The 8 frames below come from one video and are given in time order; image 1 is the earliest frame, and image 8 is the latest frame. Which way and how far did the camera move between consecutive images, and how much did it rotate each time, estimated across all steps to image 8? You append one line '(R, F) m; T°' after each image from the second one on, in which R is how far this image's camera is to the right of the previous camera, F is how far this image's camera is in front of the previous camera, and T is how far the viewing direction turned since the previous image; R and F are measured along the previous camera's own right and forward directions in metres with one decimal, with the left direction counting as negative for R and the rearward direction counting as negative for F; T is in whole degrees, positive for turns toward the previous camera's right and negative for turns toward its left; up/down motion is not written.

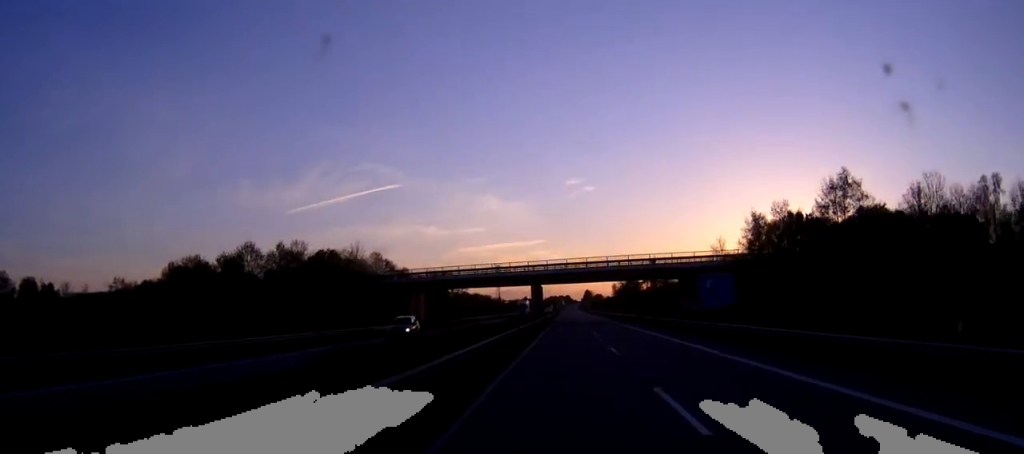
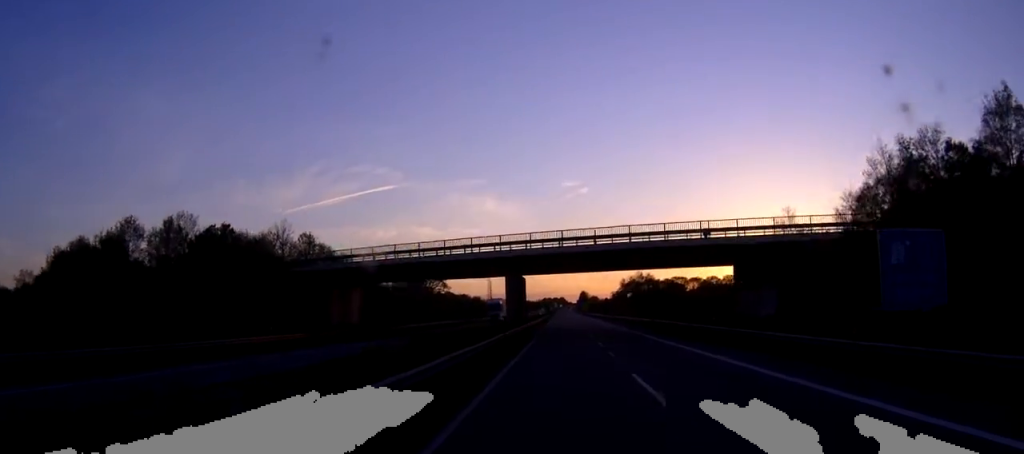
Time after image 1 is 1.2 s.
(0.0, +32.3) m; 0°
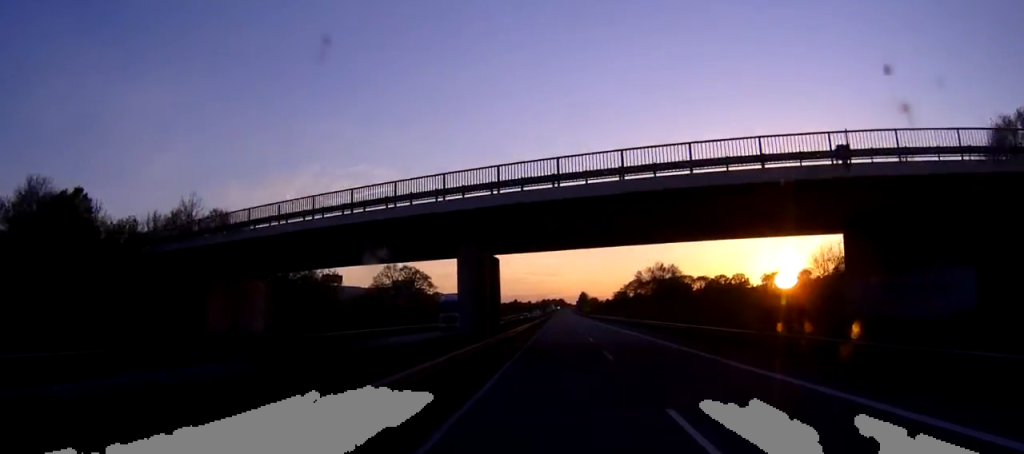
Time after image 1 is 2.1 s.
(0.0, +24.9) m; 0°
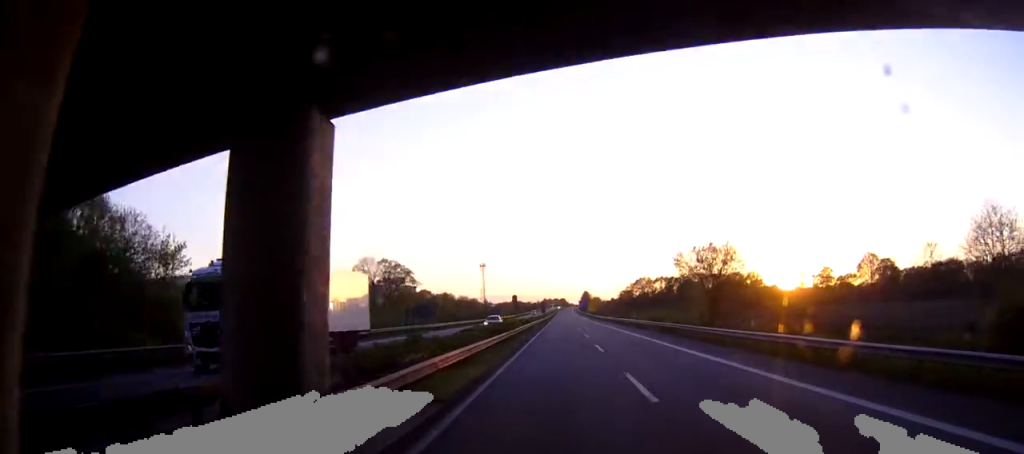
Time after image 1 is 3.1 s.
(+0.2, +28.6) m; 0°
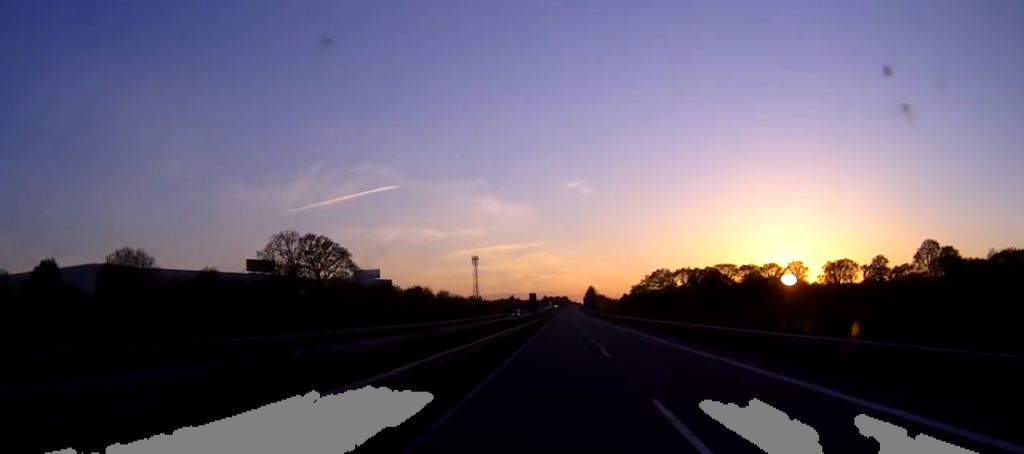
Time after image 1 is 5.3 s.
(-0.3, +59.9) m; 0°
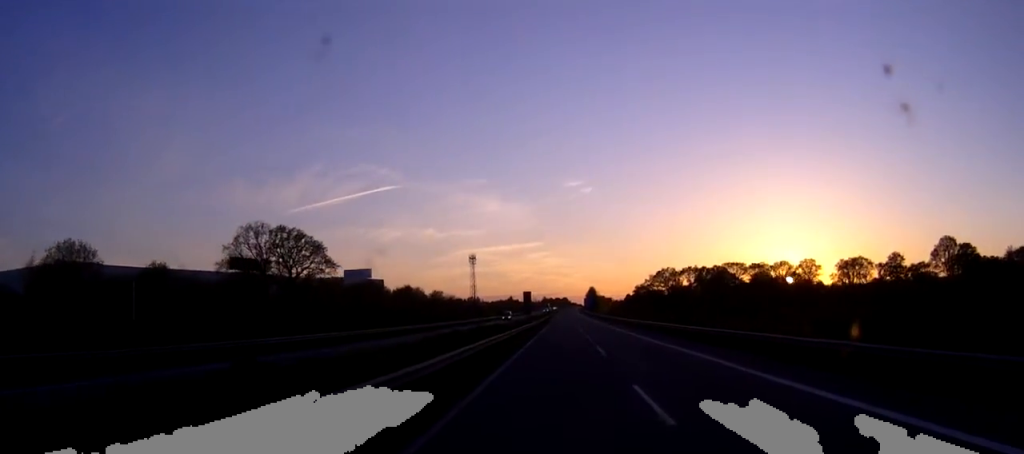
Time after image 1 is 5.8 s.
(0.0, +14.8) m; 0°
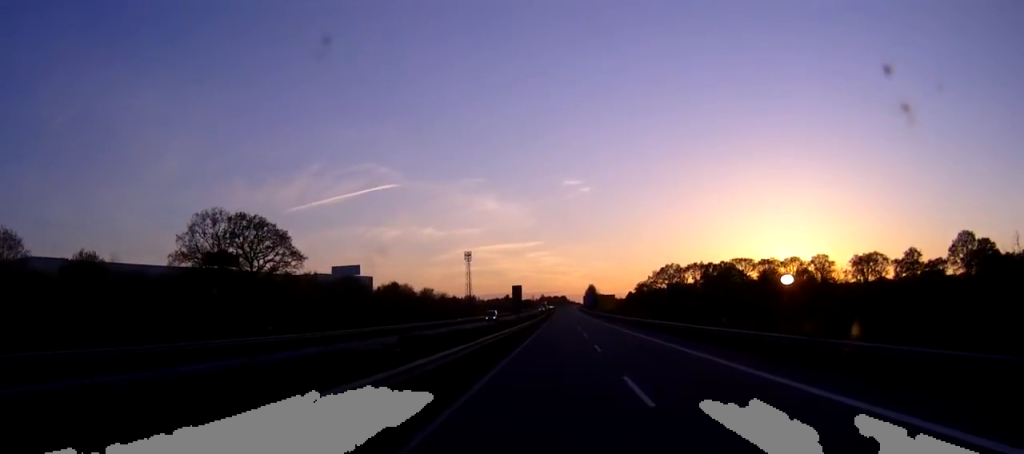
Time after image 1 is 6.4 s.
(0.0, +15.7) m; 0°
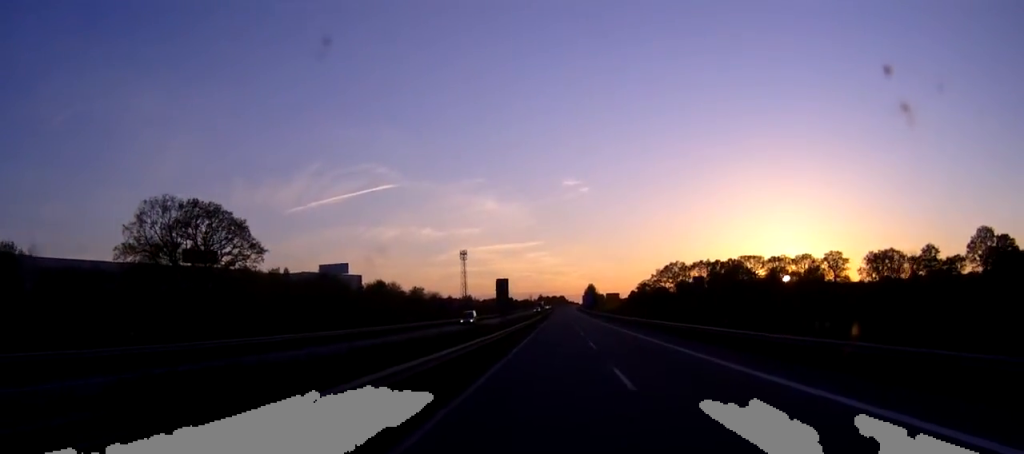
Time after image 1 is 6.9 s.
(0.0, +14.8) m; 0°
